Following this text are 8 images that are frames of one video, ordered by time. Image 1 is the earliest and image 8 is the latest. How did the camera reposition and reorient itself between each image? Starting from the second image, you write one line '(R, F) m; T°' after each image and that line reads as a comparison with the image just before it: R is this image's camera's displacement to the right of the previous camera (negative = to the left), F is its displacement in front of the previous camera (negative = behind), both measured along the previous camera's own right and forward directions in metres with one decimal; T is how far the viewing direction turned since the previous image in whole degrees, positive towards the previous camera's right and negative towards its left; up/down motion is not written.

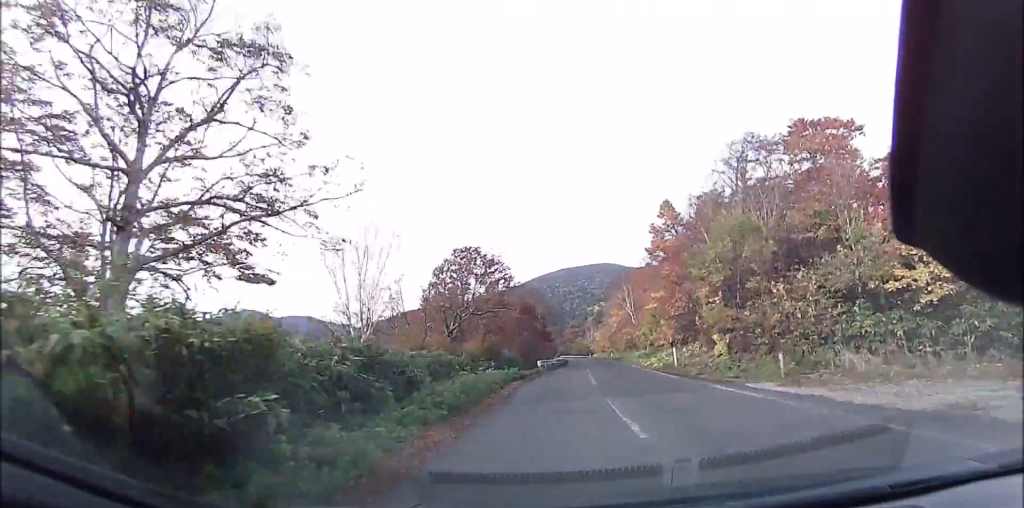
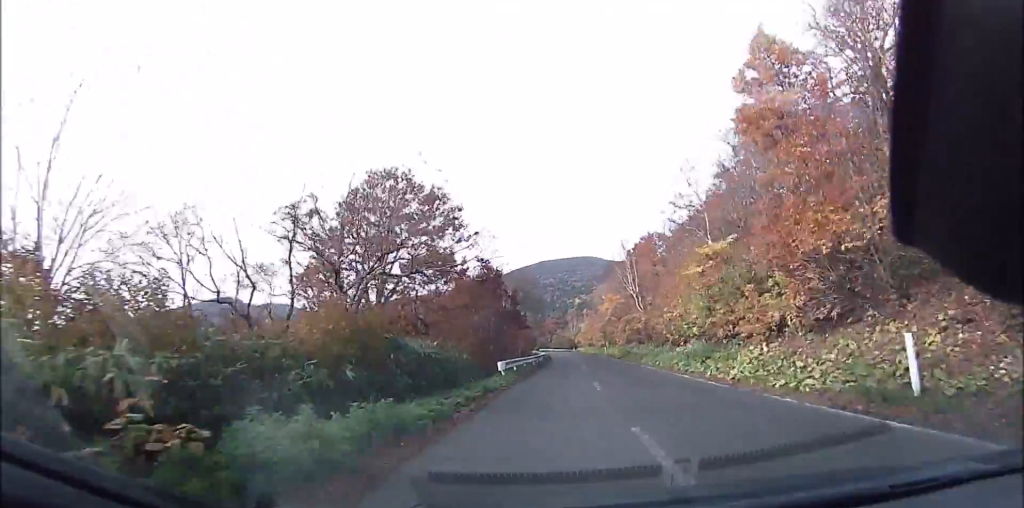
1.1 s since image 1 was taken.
(+0.2, +15.9) m; +1°
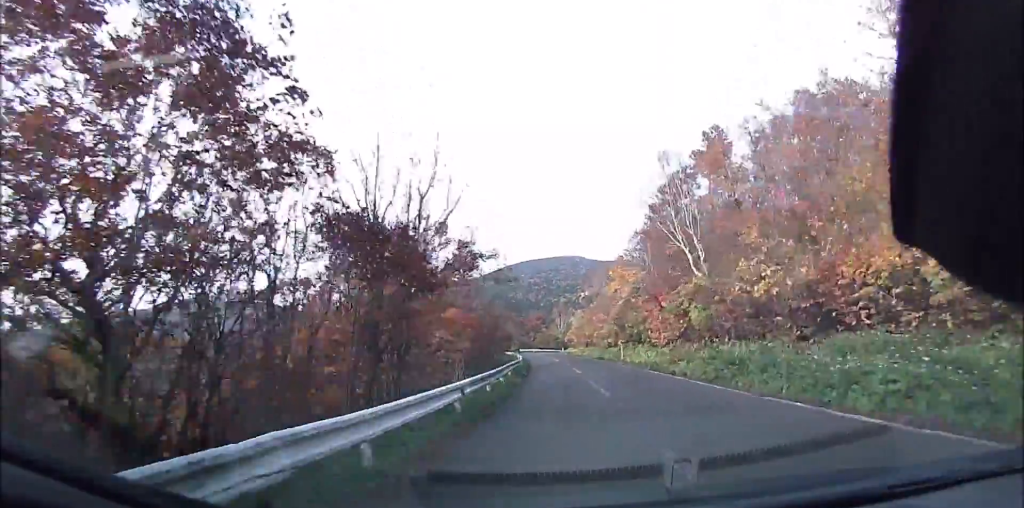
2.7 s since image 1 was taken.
(0.0, +22.8) m; +2°
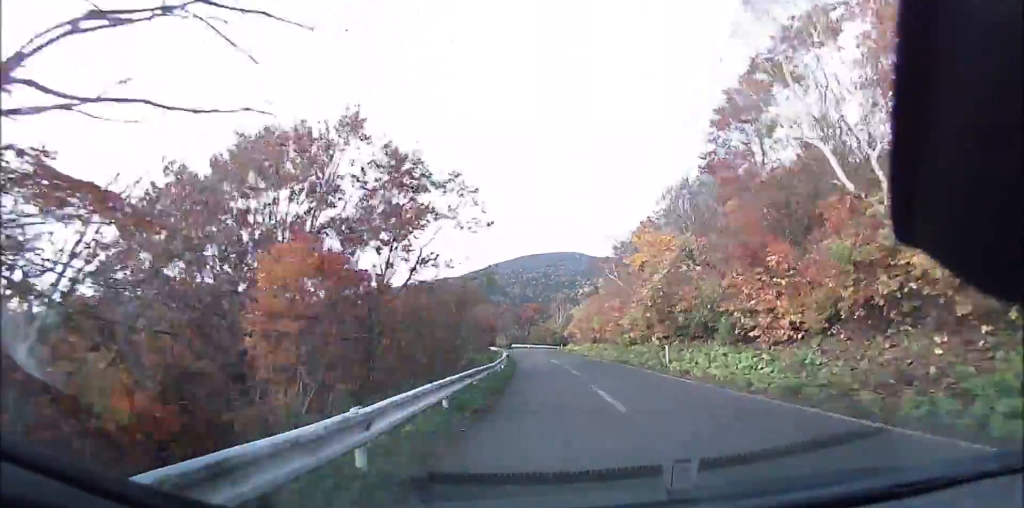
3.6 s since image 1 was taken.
(+0.4, +12.9) m; +1°
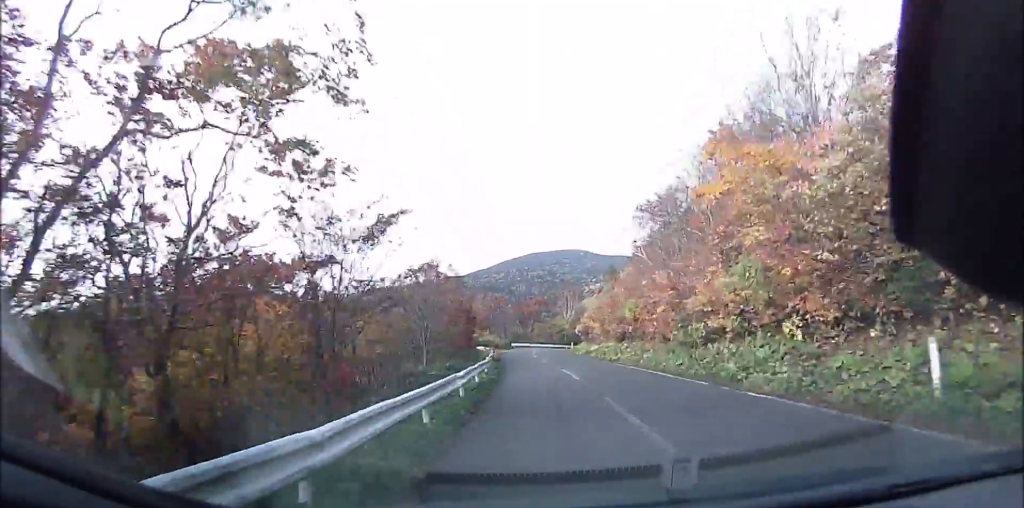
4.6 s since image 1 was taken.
(+0.4, +13.6) m; +2°
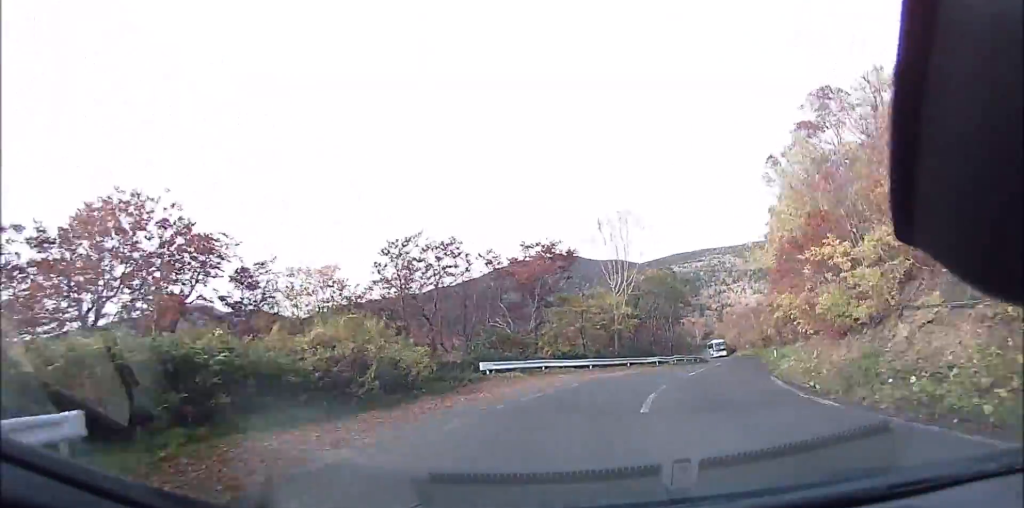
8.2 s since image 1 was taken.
(-2.7, +44.4) m; 0°
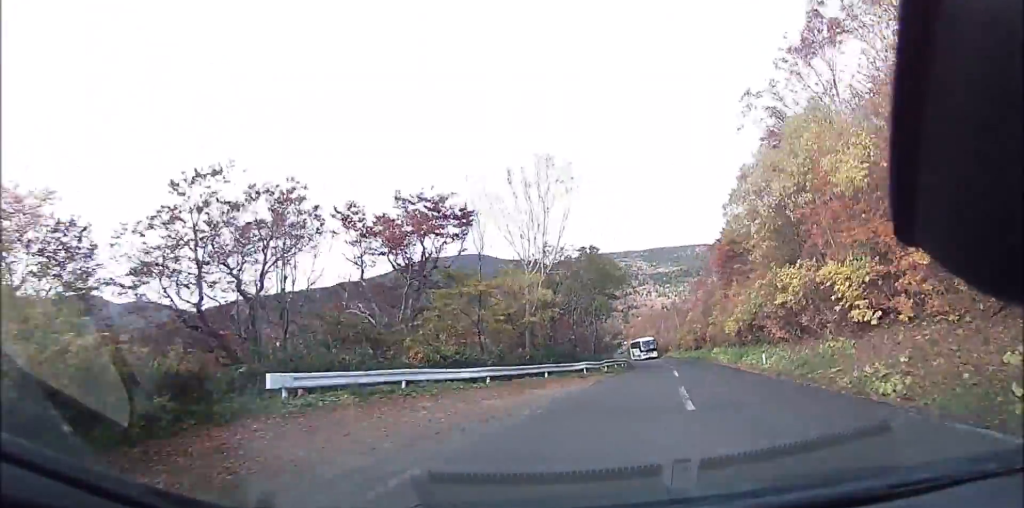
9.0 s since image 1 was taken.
(+1.3, +9.9) m; +8°
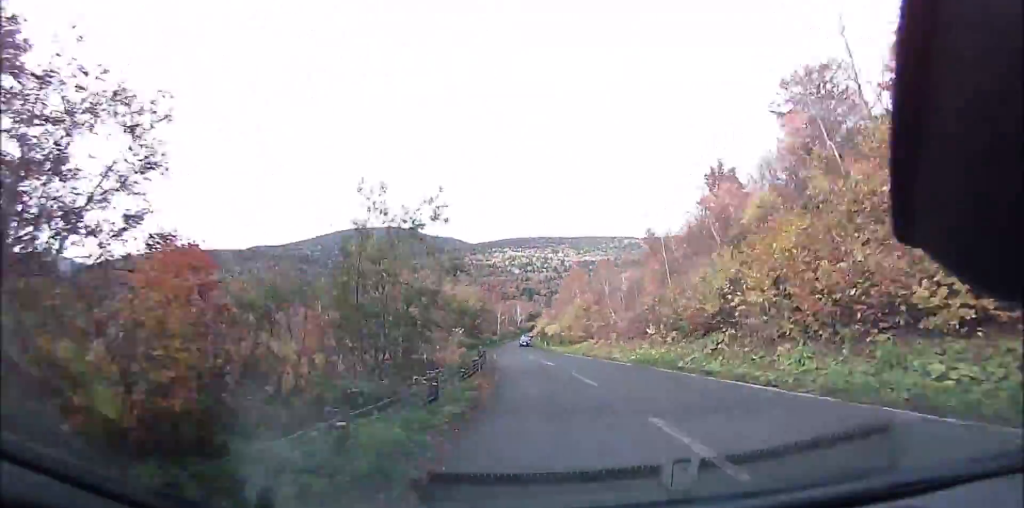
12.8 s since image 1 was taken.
(+9.9, +45.2) m; +13°
